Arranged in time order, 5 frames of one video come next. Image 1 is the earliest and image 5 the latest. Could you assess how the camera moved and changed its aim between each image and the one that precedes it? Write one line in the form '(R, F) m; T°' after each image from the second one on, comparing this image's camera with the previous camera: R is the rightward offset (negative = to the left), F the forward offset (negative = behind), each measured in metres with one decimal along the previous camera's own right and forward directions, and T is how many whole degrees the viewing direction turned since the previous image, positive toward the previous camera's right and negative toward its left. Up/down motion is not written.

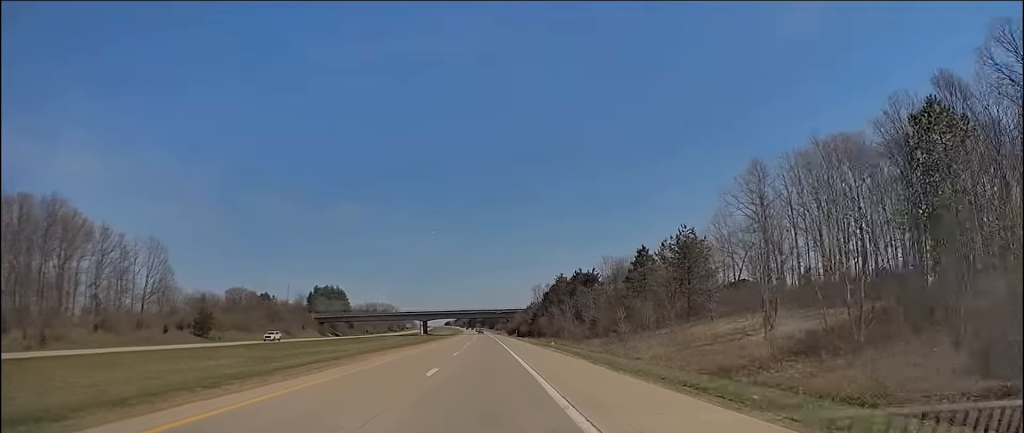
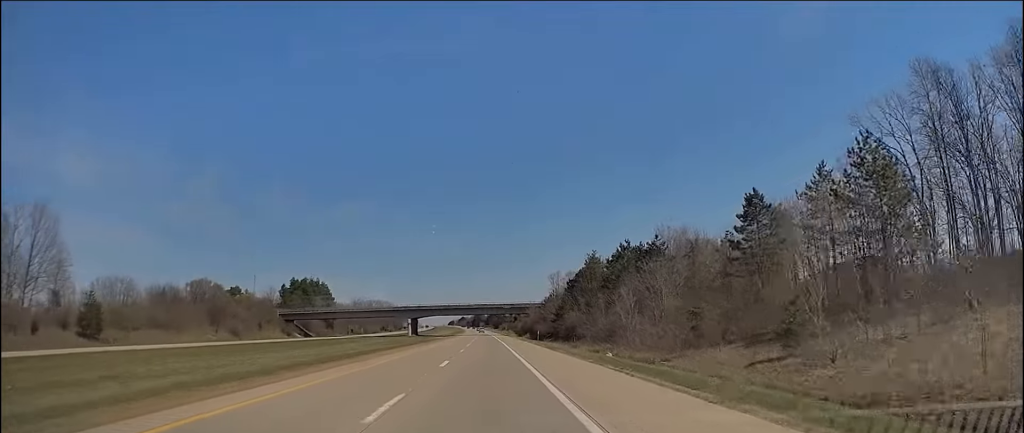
(-0.3, +40.8) m; -1°
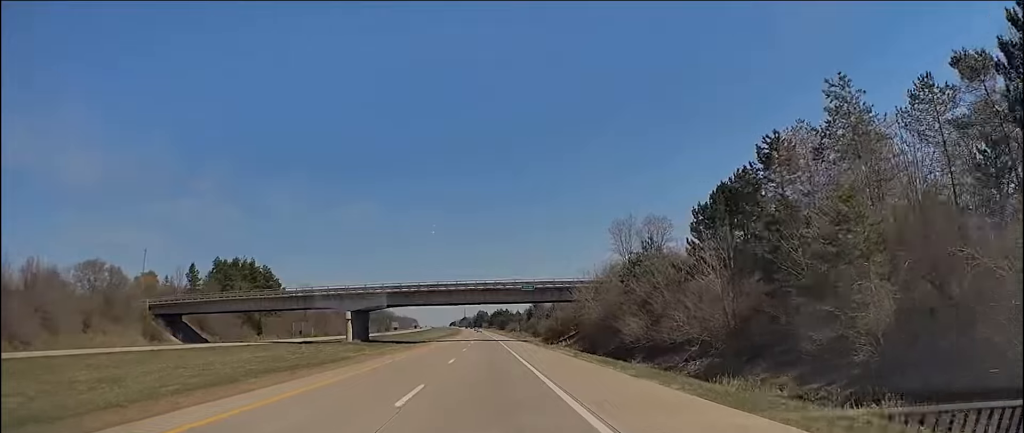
(0.0, +74.0) m; 0°
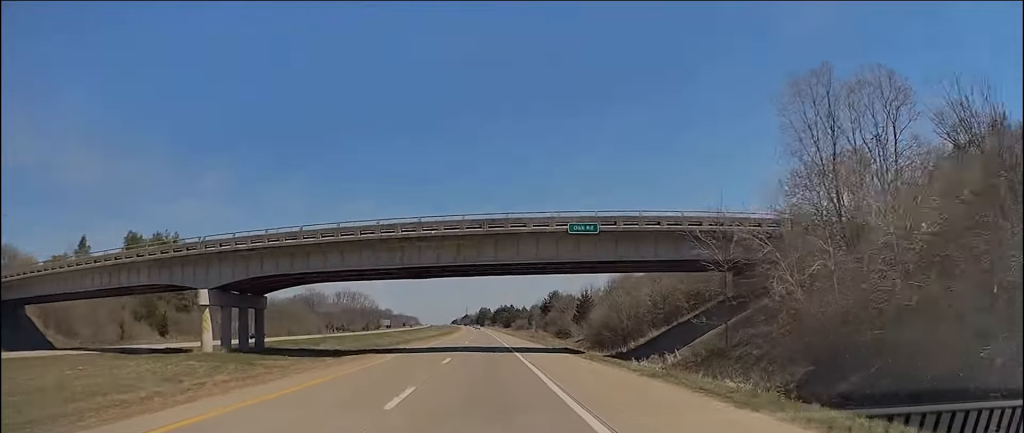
(0.0, +47.8) m; 0°
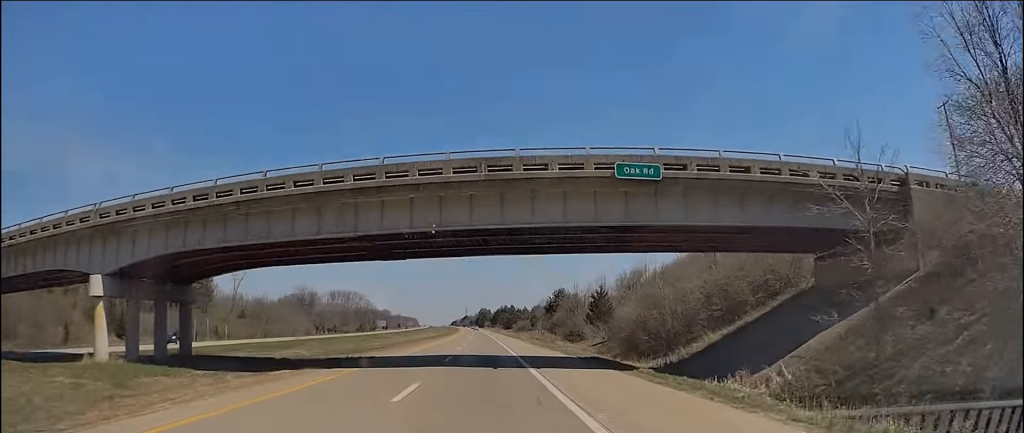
(0.0, +13.6) m; 0°
